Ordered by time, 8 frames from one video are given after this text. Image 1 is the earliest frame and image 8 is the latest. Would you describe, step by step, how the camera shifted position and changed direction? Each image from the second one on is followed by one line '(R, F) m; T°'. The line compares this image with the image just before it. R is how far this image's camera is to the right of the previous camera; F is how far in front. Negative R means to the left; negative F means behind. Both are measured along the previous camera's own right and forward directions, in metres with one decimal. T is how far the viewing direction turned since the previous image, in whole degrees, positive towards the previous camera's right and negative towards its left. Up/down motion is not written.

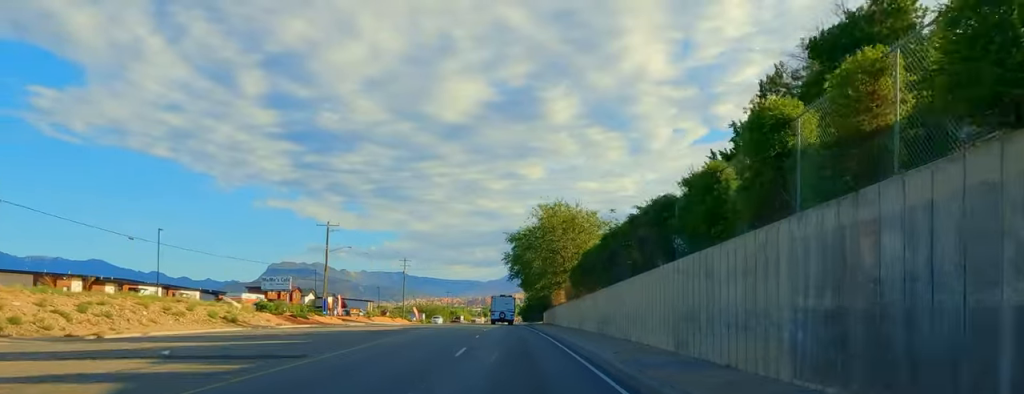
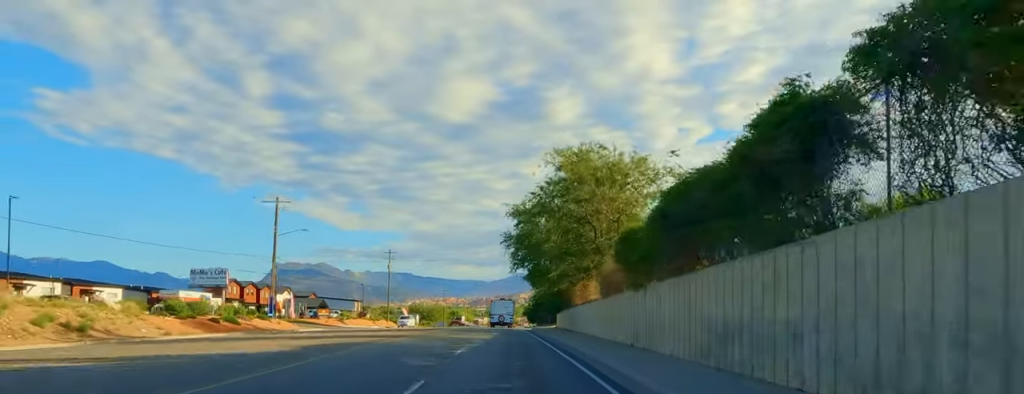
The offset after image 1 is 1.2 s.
(+0.7, +21.8) m; +1°
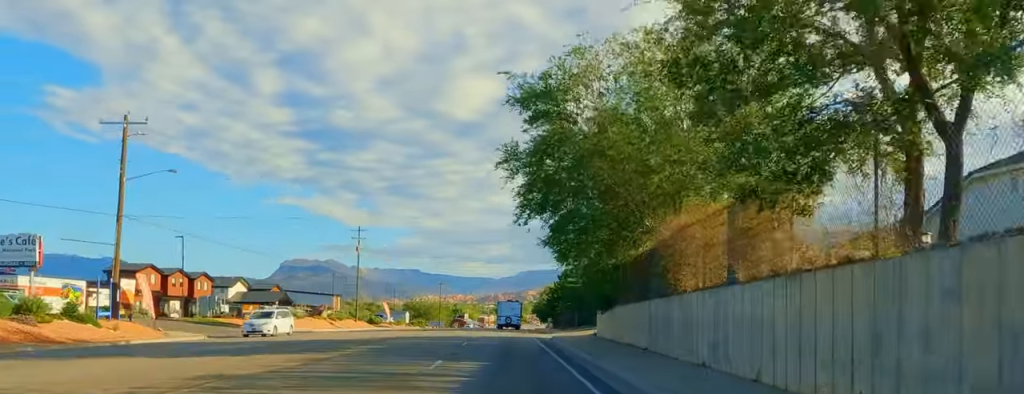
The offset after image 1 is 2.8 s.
(-0.3, +30.0) m; -1°
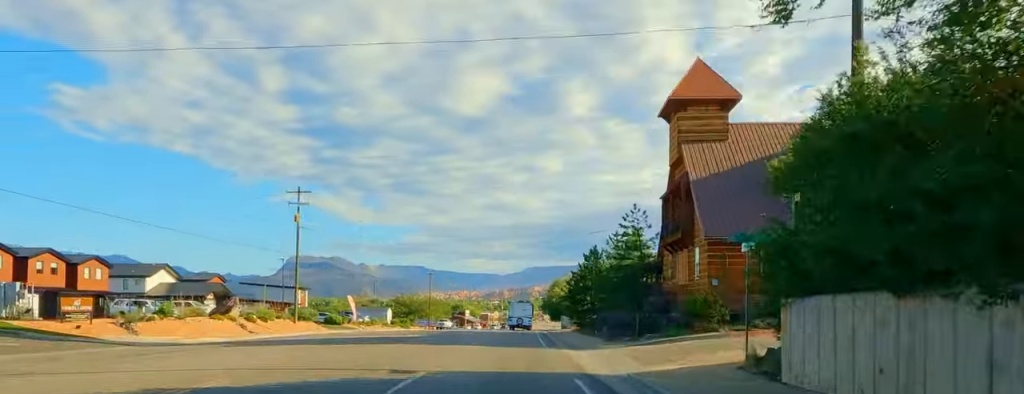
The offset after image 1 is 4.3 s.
(-0.4, +28.2) m; 0°
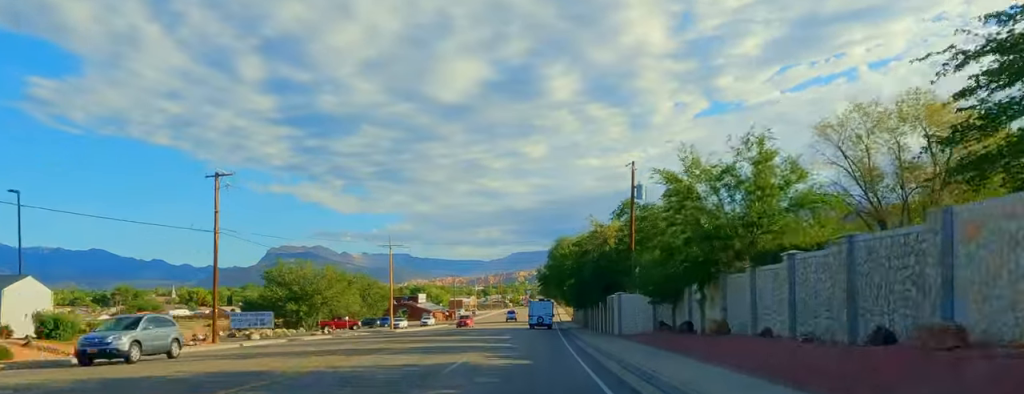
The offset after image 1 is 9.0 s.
(+1.0, +89.4) m; +3°
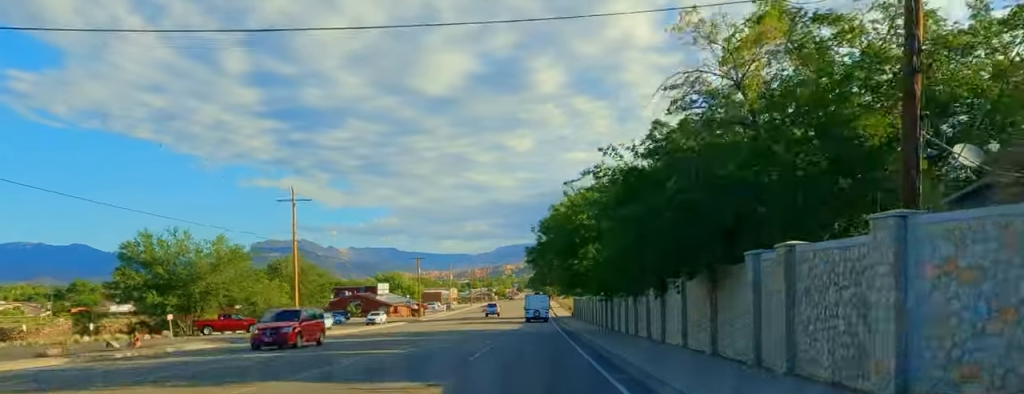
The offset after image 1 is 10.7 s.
(+1.2, +33.7) m; +2°
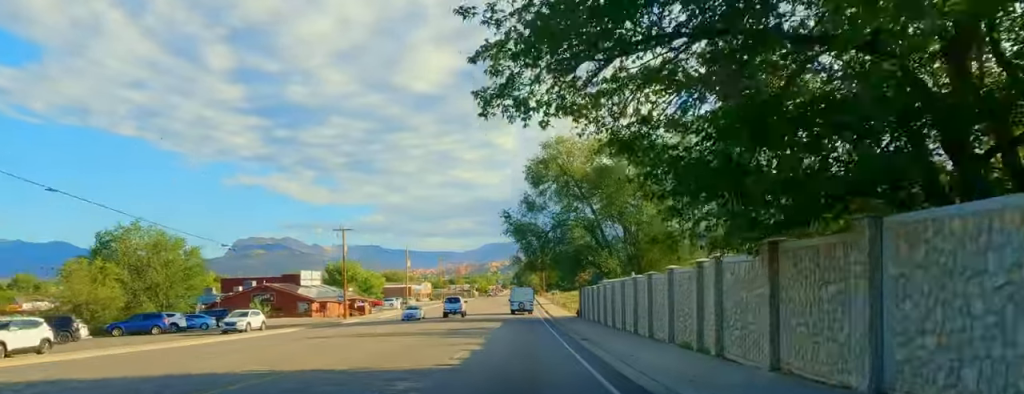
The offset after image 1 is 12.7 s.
(0.0, +38.1) m; -1°
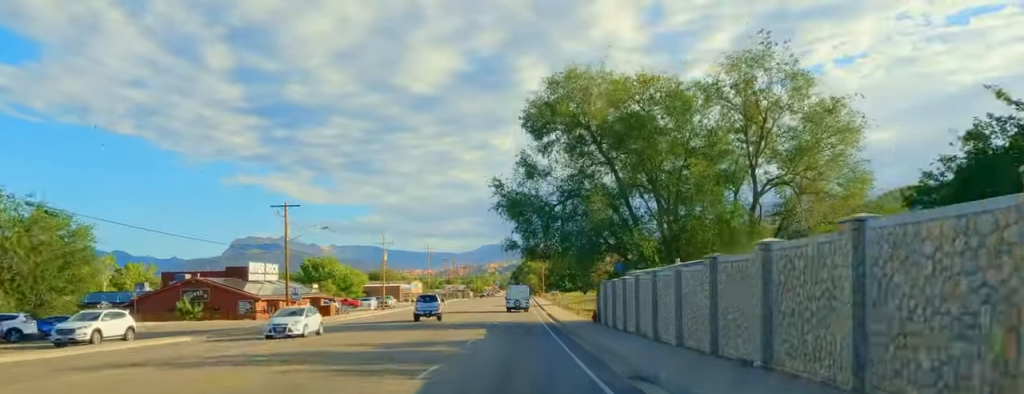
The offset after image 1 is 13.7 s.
(-0.1, +17.7) m; 0°
